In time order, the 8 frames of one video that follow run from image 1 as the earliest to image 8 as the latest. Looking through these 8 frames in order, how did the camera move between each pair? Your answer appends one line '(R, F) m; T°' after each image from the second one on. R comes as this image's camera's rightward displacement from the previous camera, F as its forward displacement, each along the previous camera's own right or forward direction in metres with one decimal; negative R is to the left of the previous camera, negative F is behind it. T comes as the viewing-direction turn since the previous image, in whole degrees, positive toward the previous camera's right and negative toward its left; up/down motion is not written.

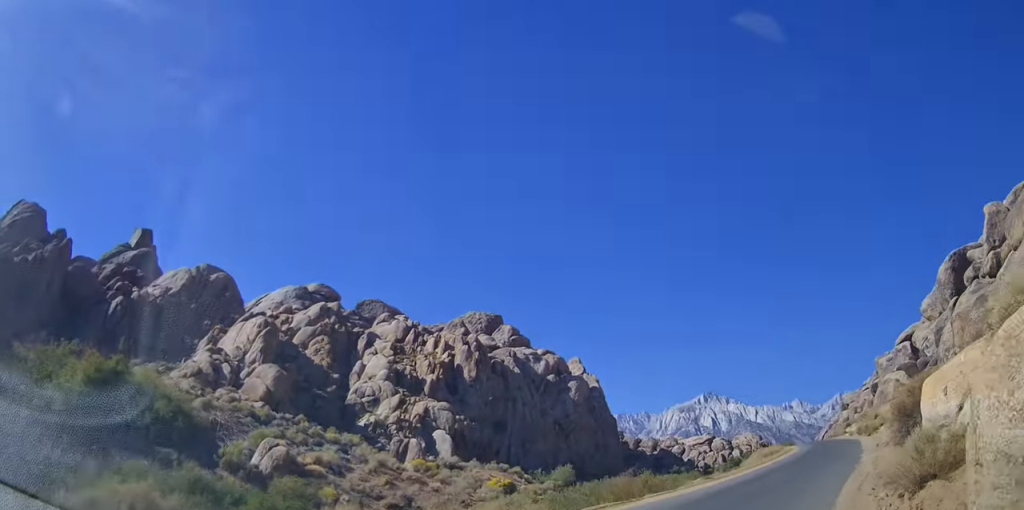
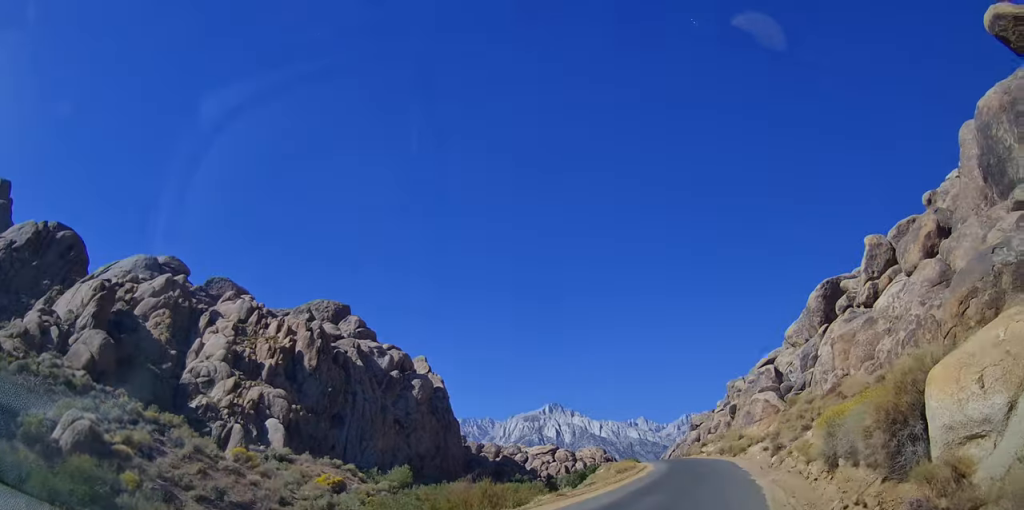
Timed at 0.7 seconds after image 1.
(0.0, +4.6) m; +7°
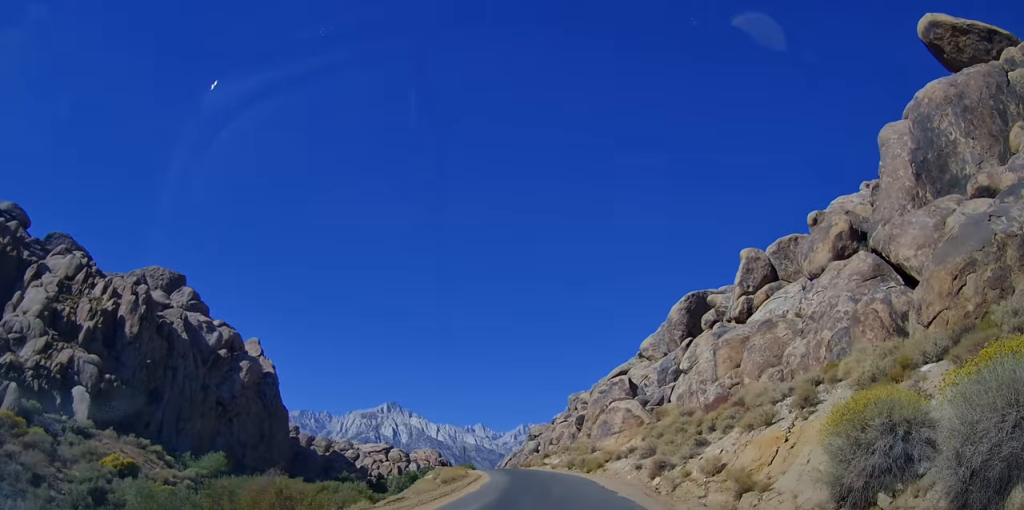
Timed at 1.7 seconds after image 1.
(+1.3, +7.9) m; +17°
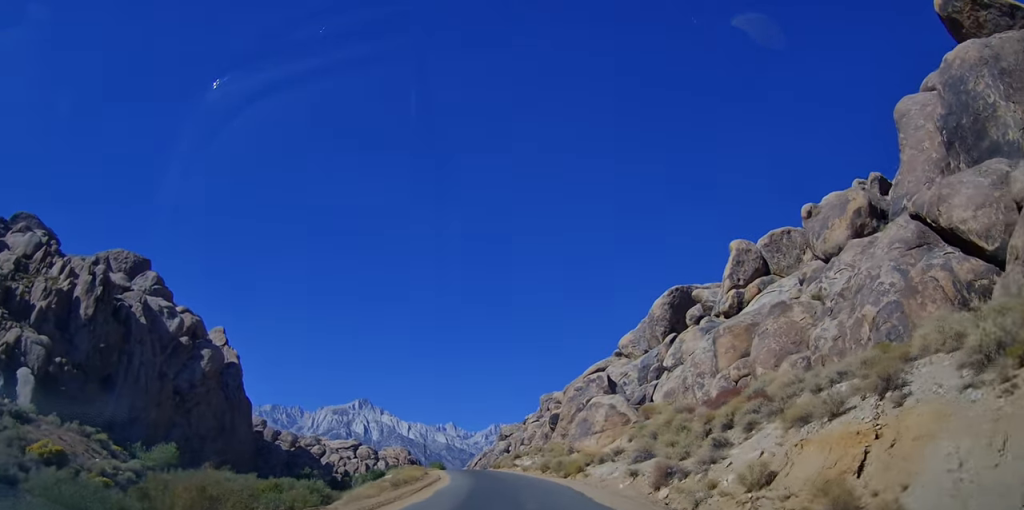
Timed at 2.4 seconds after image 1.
(+0.3, +5.0) m; +9°
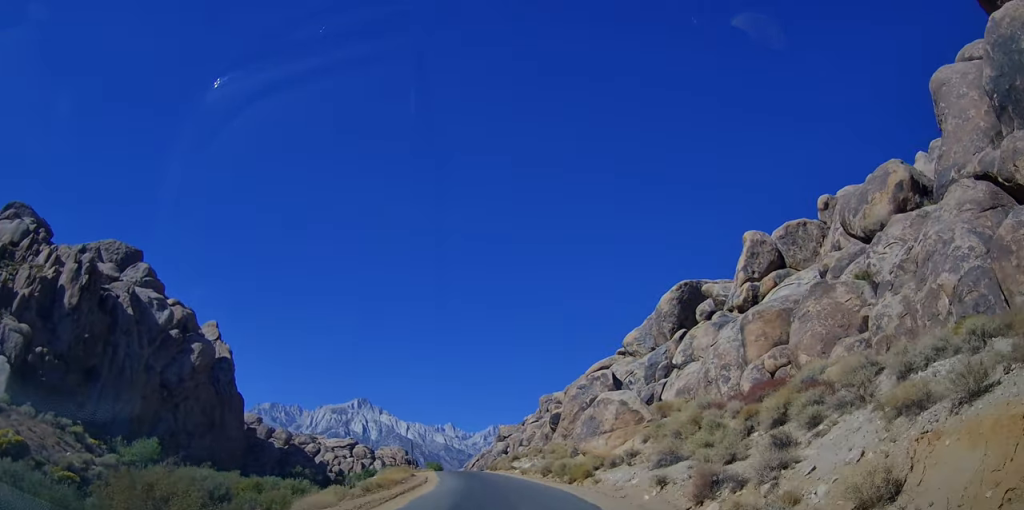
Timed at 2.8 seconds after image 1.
(+0.4, +3.9) m; +5°
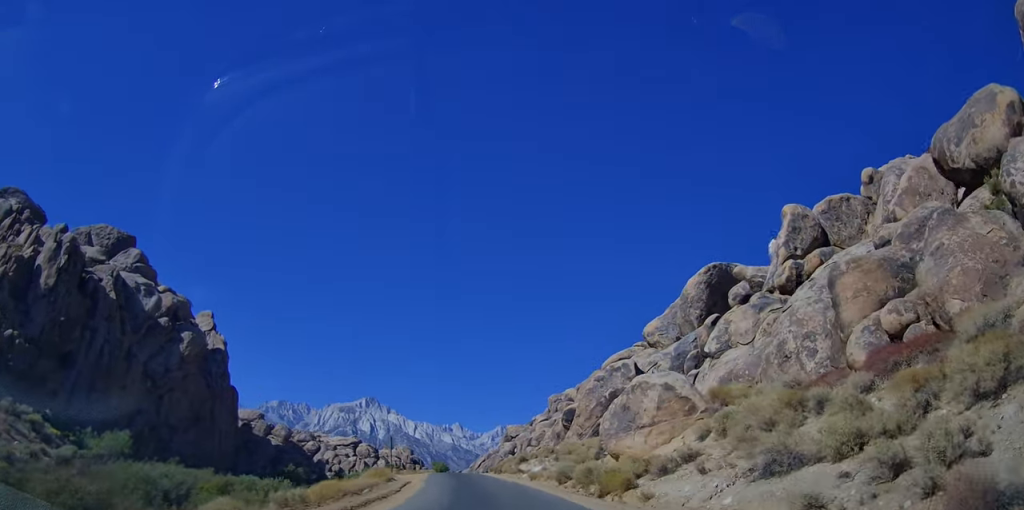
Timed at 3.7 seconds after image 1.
(+0.6, +7.4) m; +6°
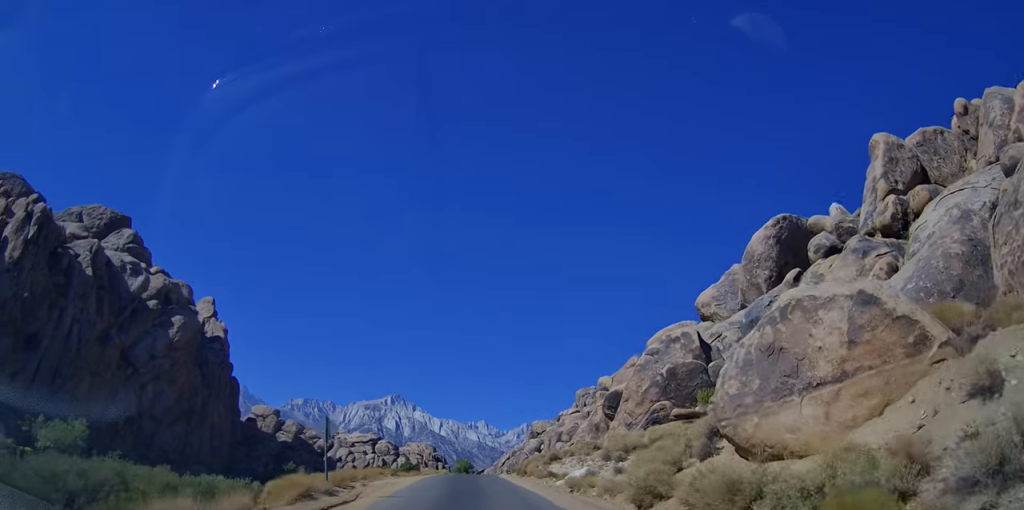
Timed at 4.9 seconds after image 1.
(+0.2, +12.5) m; -2°
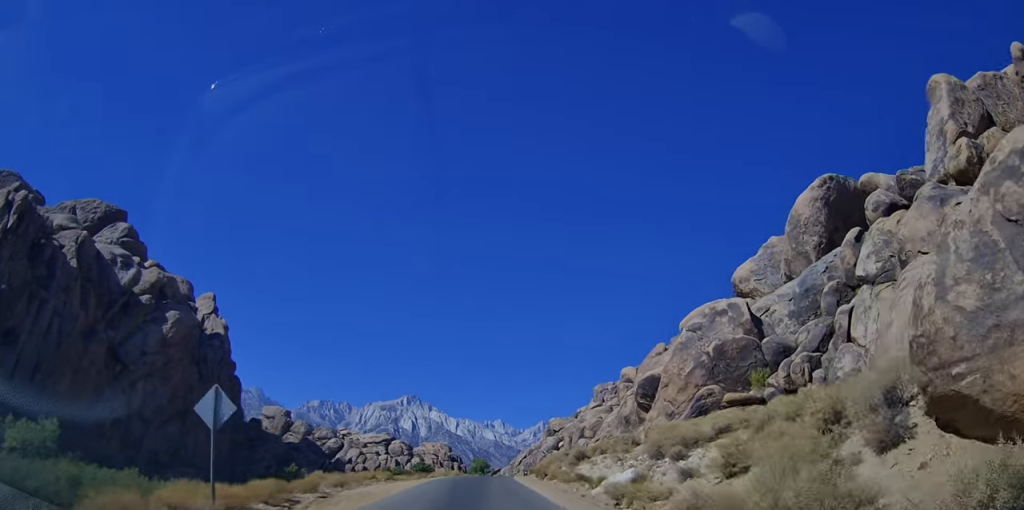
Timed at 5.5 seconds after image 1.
(-0.2, +7.0) m; -2°
